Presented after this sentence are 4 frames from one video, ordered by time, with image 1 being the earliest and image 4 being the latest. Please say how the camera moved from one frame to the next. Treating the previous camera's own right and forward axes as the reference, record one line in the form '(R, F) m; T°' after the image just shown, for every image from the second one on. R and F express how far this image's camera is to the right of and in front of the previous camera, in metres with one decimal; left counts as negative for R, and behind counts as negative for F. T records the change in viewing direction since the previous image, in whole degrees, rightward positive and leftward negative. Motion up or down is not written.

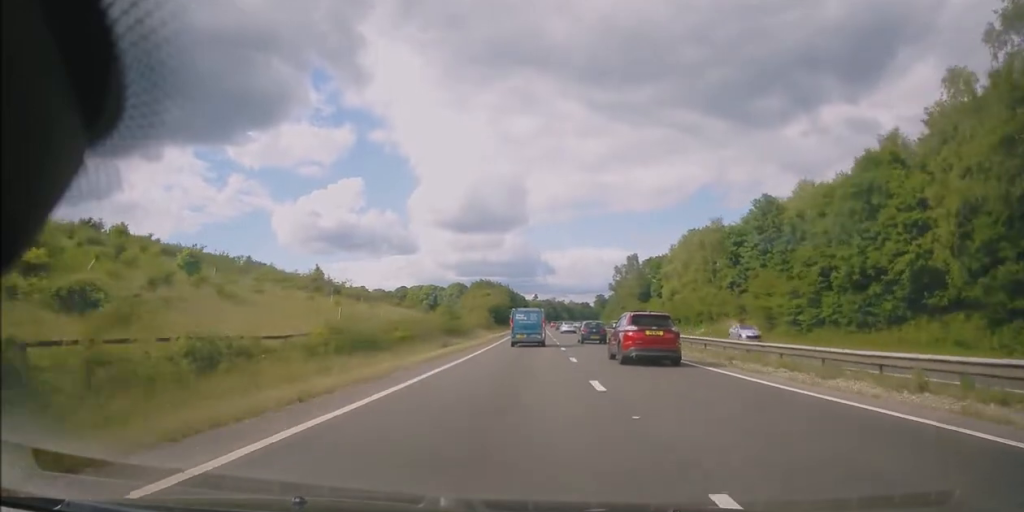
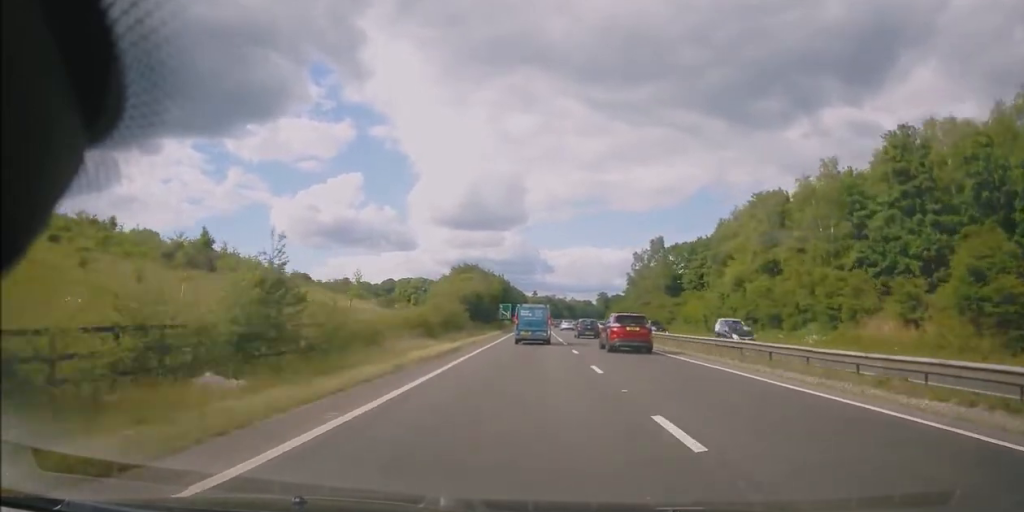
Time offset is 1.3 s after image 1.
(0.0, +31.9) m; 0°
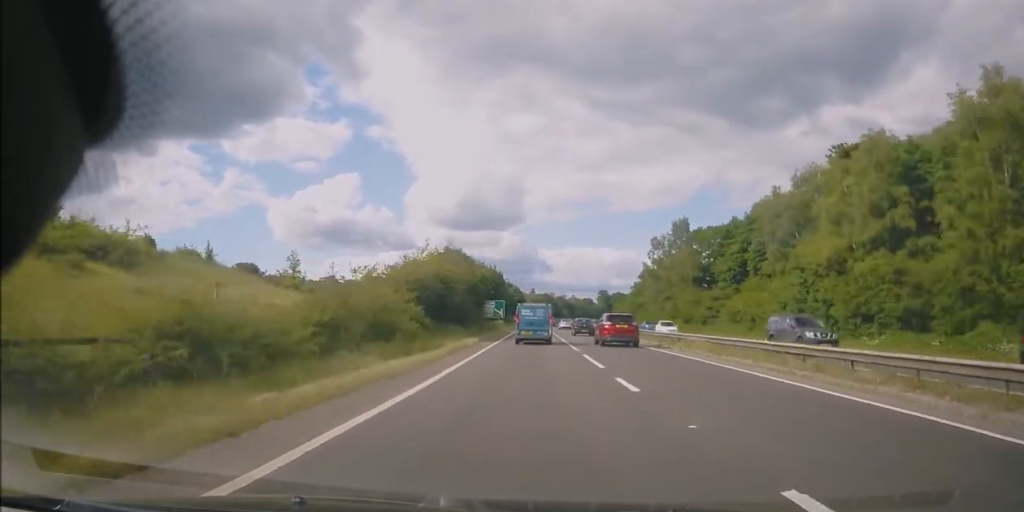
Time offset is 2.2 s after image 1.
(0.0, +22.0) m; 0°
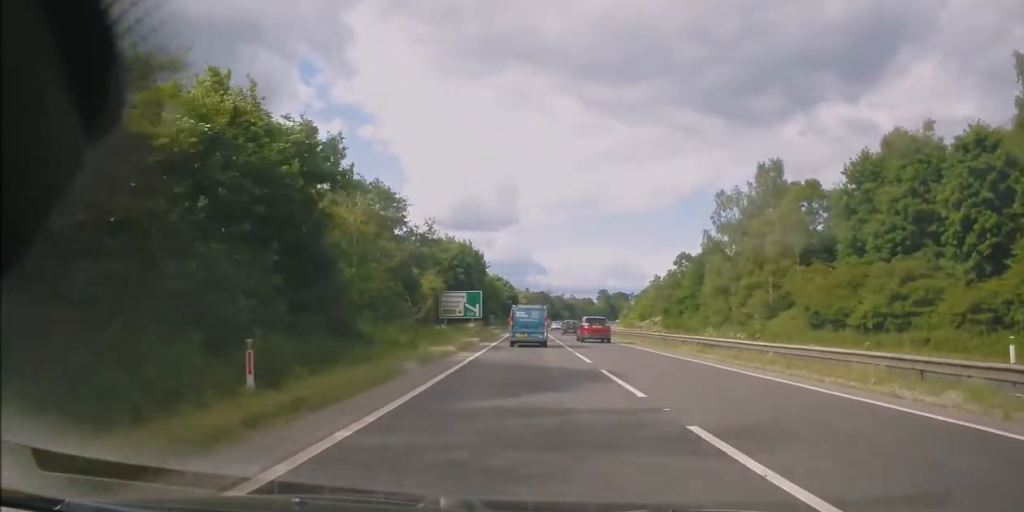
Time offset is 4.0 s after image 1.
(0.0, +42.3) m; +1°
